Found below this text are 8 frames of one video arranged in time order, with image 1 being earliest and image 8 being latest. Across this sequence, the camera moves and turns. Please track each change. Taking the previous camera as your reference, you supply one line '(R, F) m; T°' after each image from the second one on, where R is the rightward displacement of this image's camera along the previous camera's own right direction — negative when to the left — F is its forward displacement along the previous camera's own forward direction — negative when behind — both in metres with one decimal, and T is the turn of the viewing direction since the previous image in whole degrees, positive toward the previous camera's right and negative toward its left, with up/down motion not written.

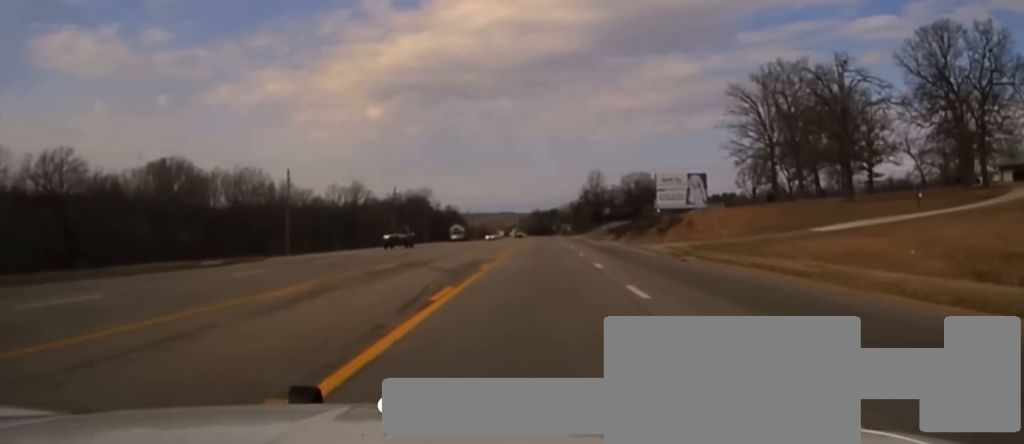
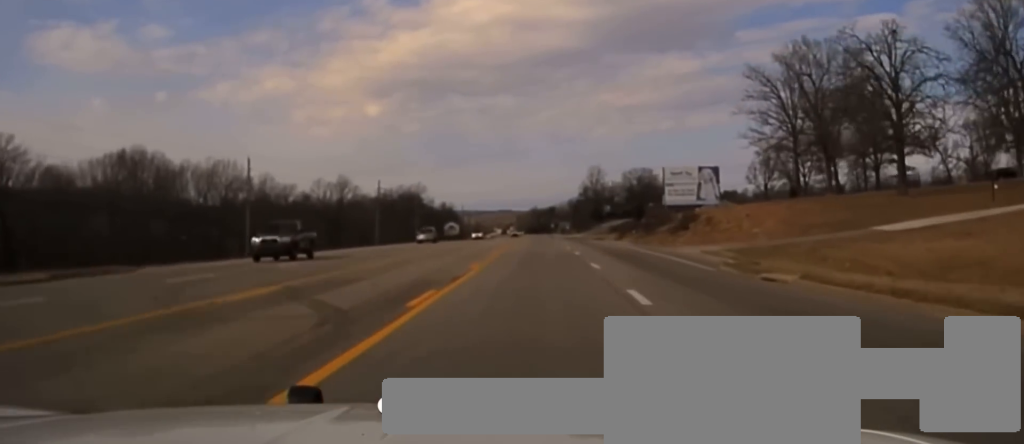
(0.0, +12.7) m; 0°
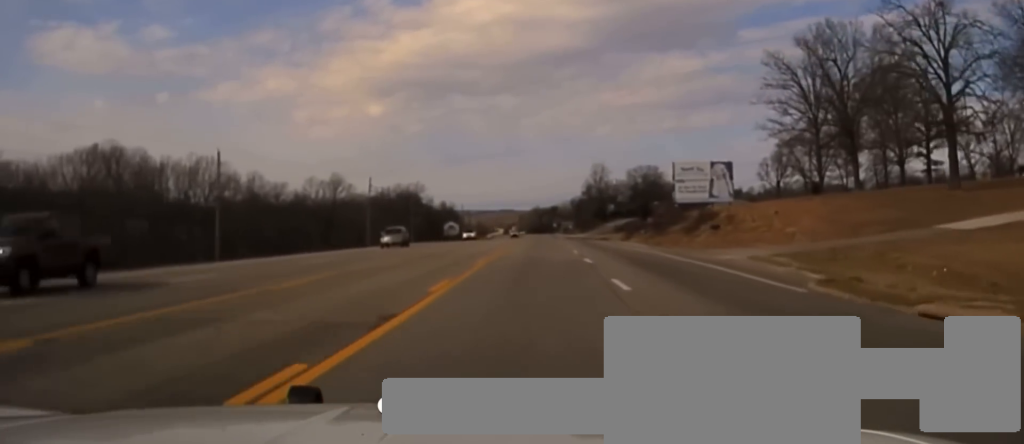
(+0.2, +9.2) m; 0°
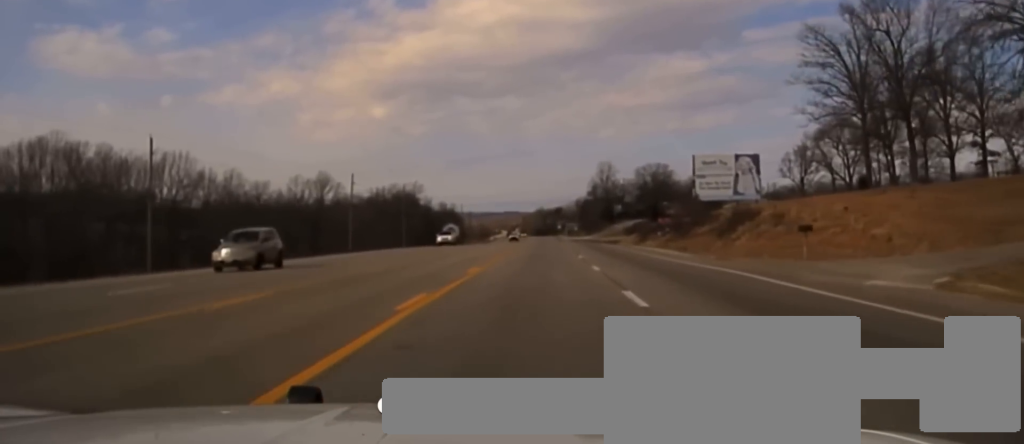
(0.0, +15.4) m; 0°
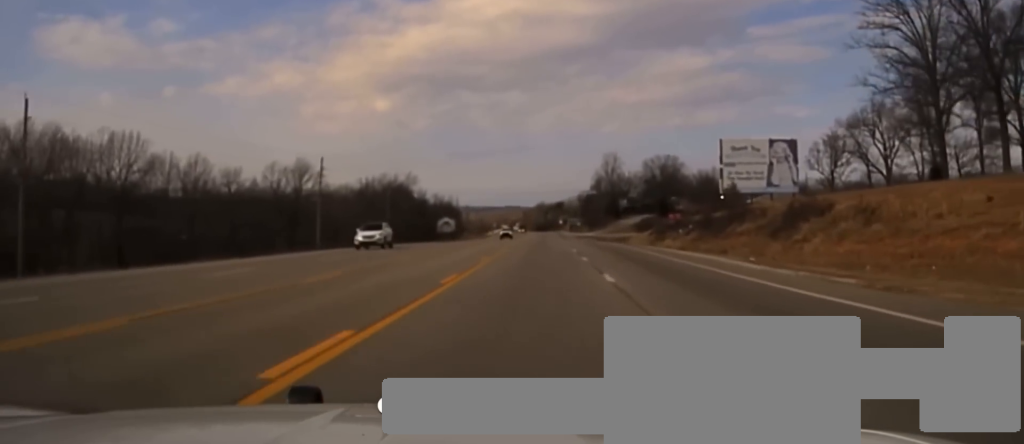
(-0.2, +18.0) m; 0°
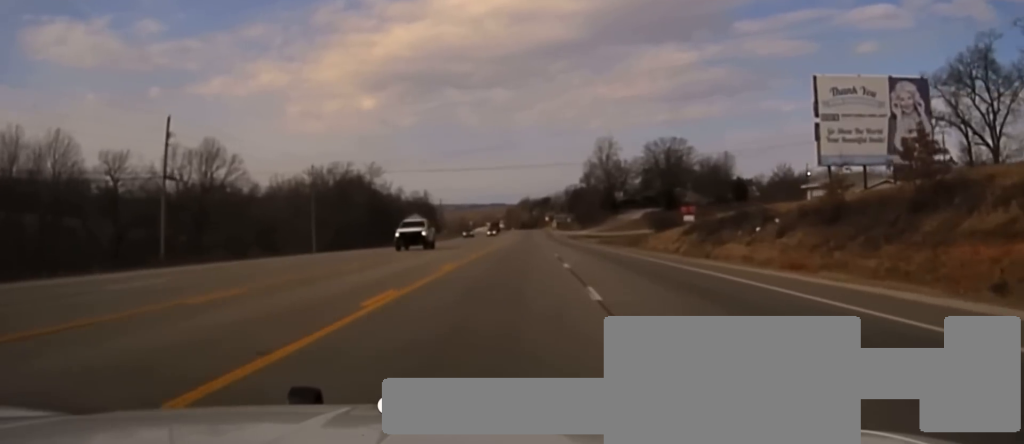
(+0.4, +43.4) m; +1°
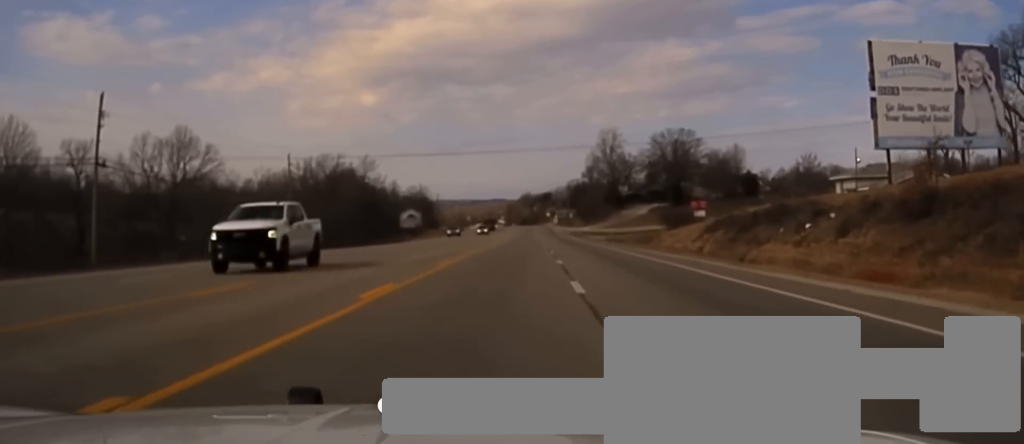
(0.0, +13.1) m; +1°
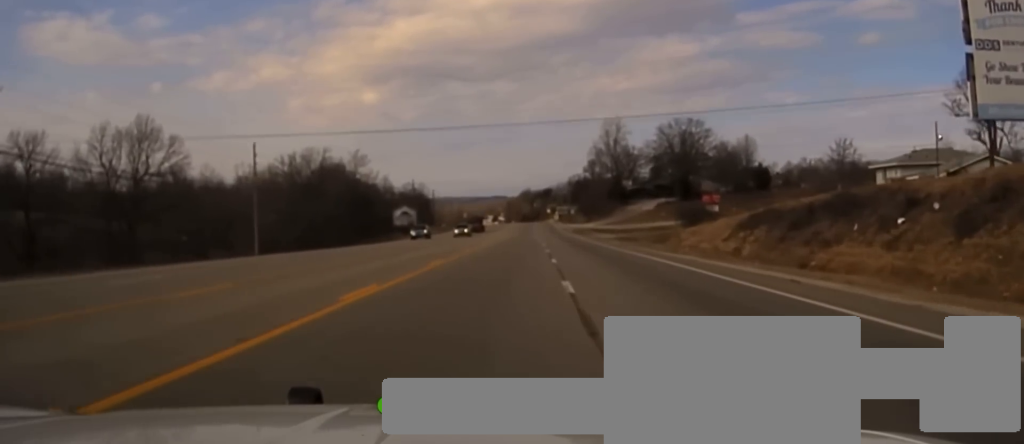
(+0.3, +16.0) m; 0°
